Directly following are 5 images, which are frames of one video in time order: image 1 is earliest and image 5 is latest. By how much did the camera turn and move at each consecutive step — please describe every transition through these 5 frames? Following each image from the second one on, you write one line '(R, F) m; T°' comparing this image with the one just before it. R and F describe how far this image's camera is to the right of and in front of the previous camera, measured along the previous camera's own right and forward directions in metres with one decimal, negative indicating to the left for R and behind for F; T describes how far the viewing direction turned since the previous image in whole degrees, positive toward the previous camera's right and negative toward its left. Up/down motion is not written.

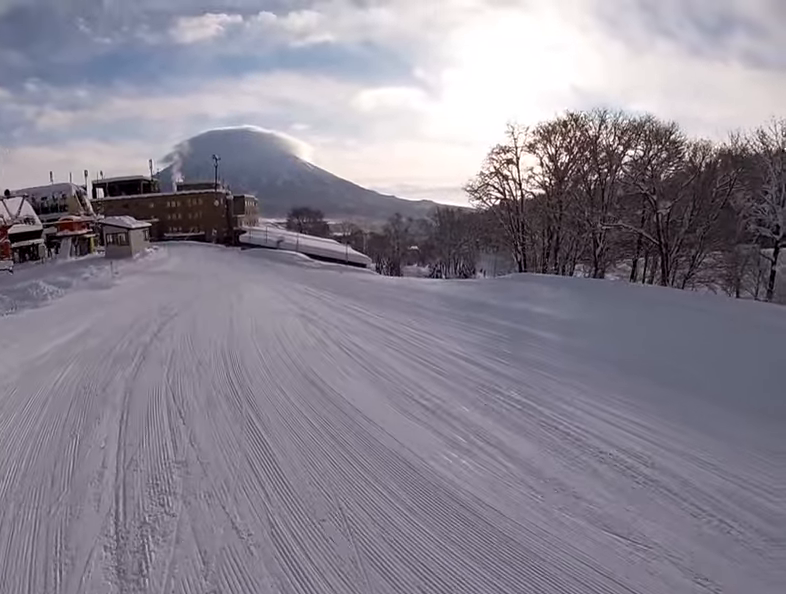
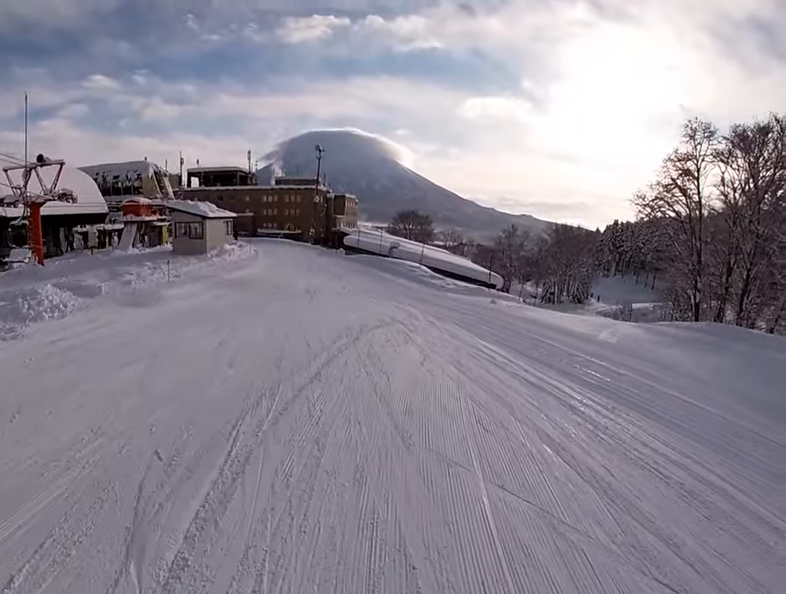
(-1.3, +8.5) m; -5°
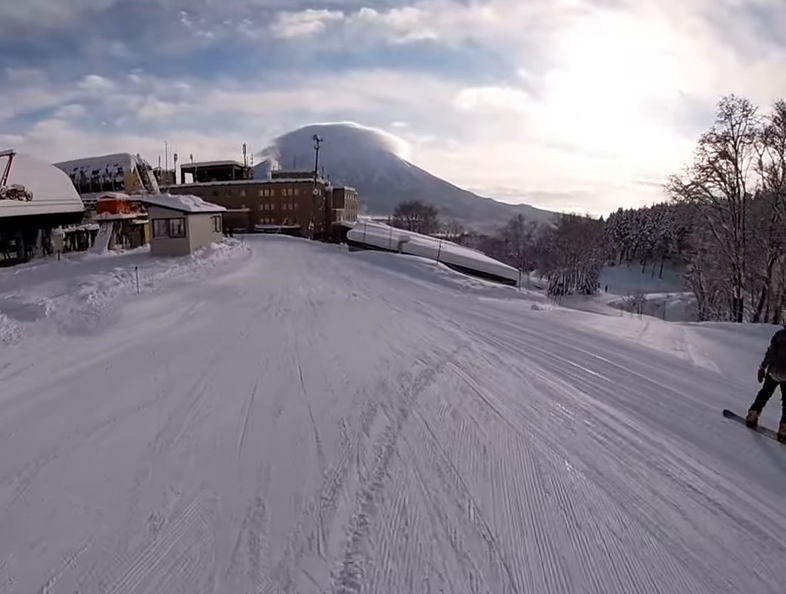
(+0.6, +3.6) m; -2°
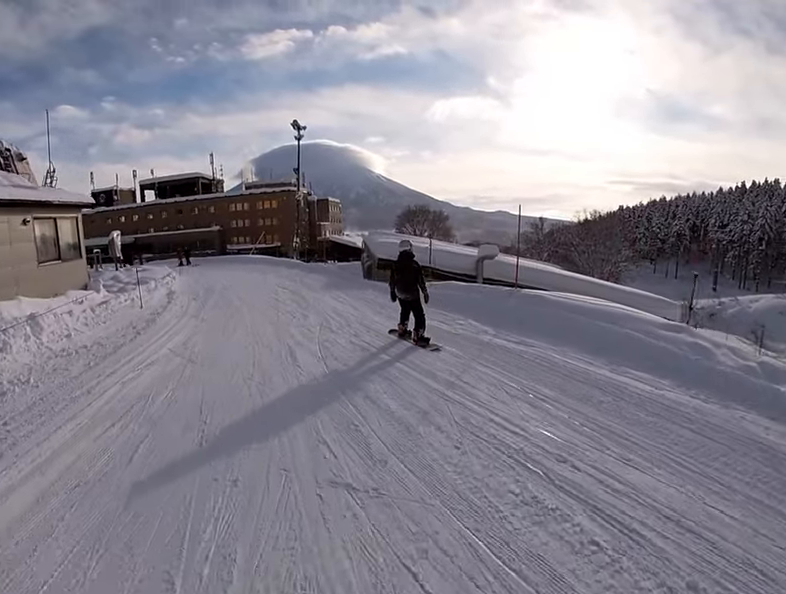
(+0.1, +15.8) m; +2°
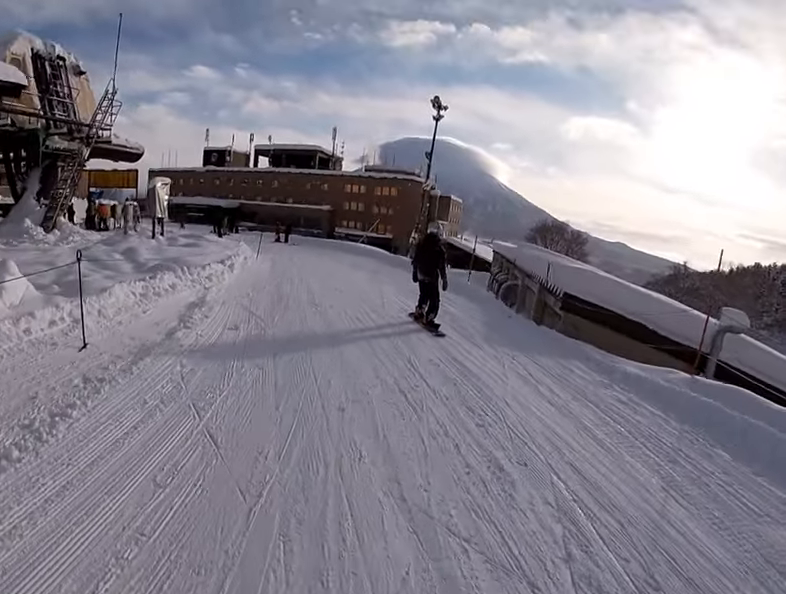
(+0.7, +6.1) m; -8°
